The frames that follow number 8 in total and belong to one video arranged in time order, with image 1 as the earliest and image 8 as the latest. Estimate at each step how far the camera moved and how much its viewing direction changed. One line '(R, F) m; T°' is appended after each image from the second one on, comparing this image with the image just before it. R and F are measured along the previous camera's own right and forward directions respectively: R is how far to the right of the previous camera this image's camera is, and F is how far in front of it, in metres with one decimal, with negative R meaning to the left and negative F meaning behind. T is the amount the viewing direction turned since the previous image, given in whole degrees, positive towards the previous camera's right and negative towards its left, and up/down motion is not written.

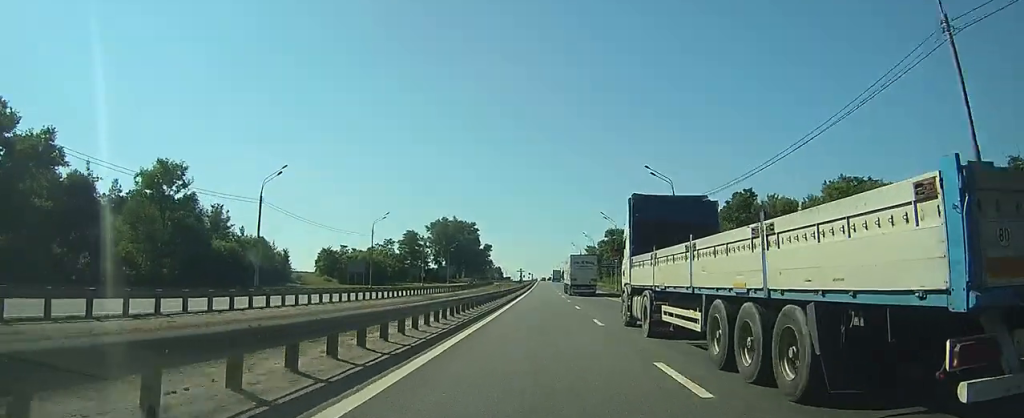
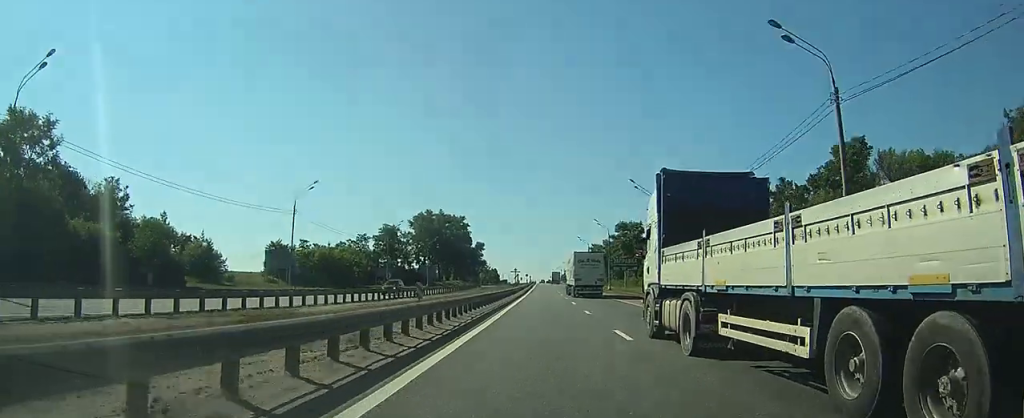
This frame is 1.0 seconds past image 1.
(0.0, +28.6) m; 0°
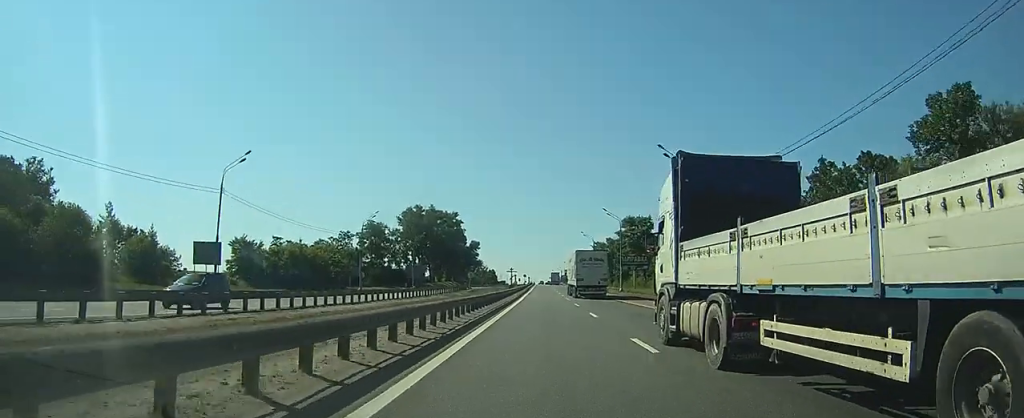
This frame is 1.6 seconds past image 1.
(0.0, +14.8) m; 0°
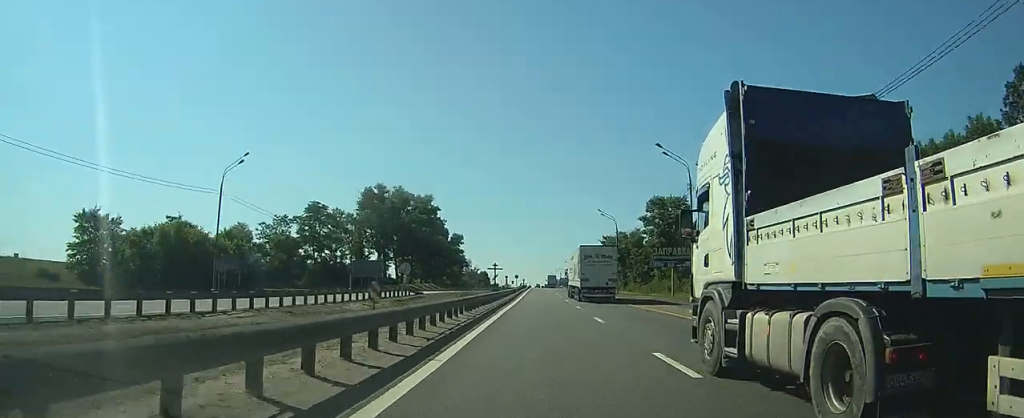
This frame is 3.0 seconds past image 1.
(0.0, +39.6) m; 0°
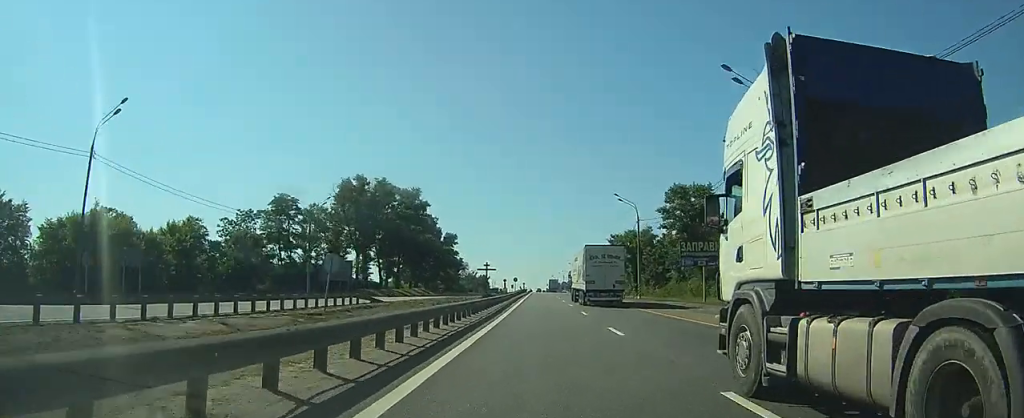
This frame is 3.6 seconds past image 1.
(0.0, +16.6) m; 0°
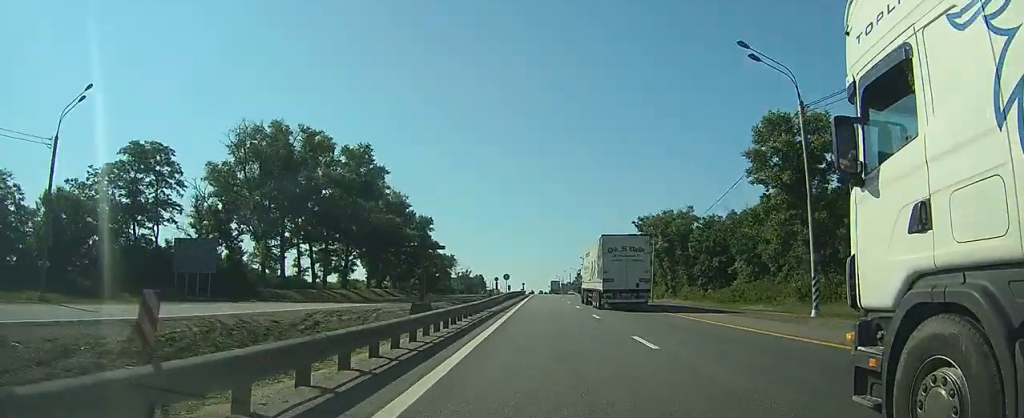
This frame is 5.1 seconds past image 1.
(0.0, +41.4) m; 0°
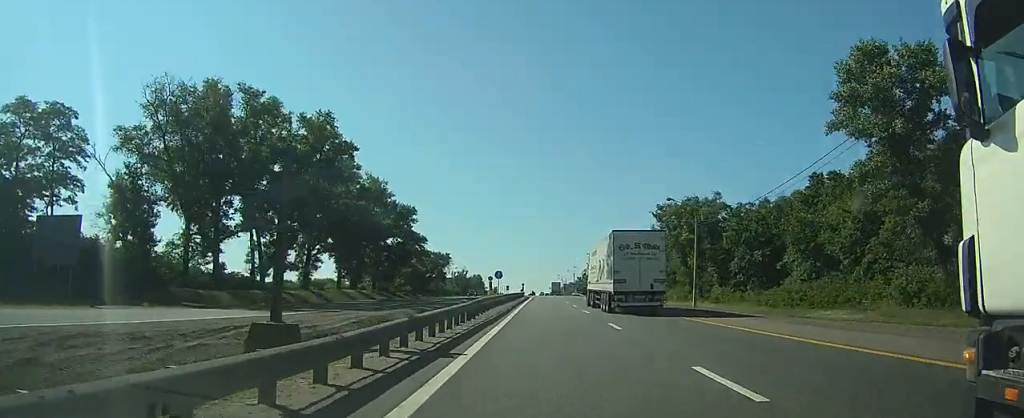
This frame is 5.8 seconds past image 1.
(0.0, +18.4) m; 0°
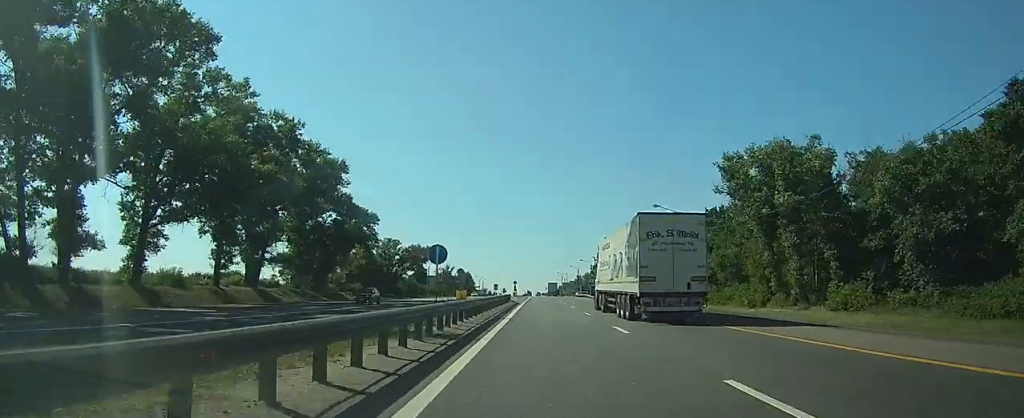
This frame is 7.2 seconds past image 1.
(0.0, +39.4) m; 0°
